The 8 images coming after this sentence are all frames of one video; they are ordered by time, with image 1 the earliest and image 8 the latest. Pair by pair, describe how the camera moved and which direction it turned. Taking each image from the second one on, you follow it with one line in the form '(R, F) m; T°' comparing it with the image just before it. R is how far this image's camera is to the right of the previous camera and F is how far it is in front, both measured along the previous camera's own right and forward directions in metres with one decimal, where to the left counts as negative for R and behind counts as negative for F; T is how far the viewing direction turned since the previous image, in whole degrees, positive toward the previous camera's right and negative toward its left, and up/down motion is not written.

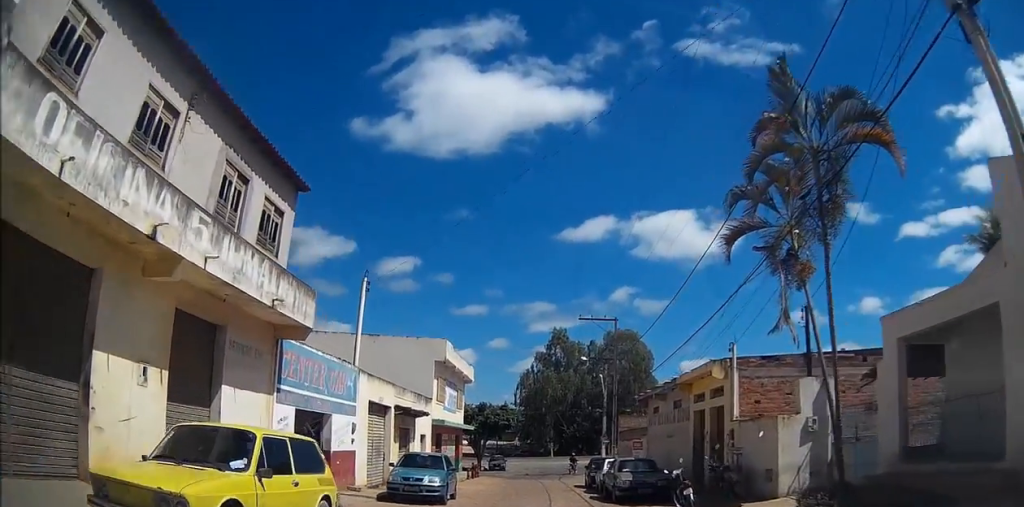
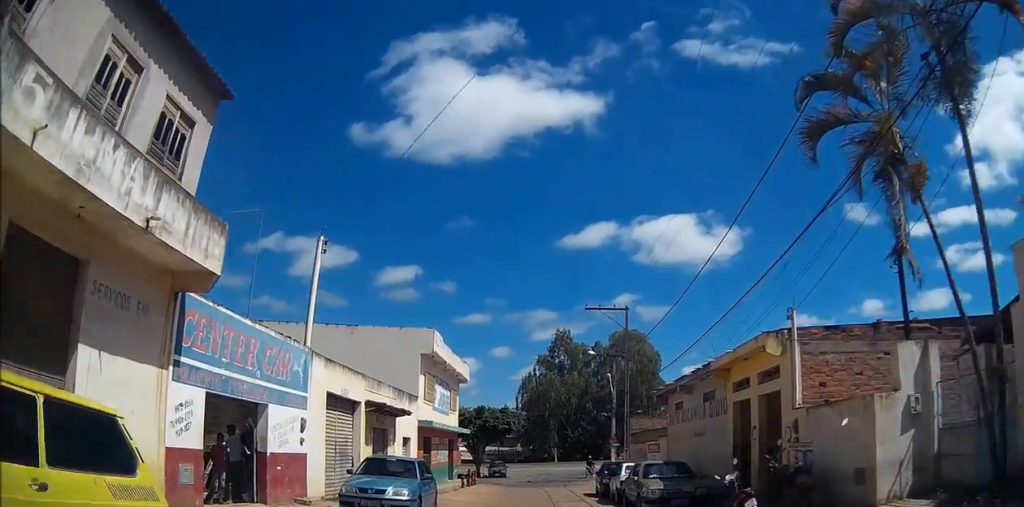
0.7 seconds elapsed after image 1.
(0.0, +3.7) m; 0°
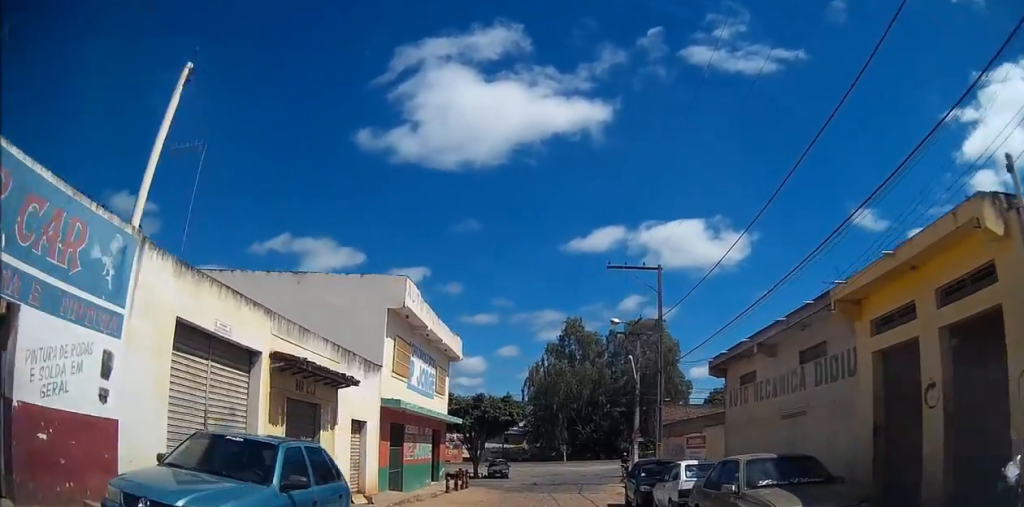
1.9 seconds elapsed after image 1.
(0.0, +6.9) m; -1°
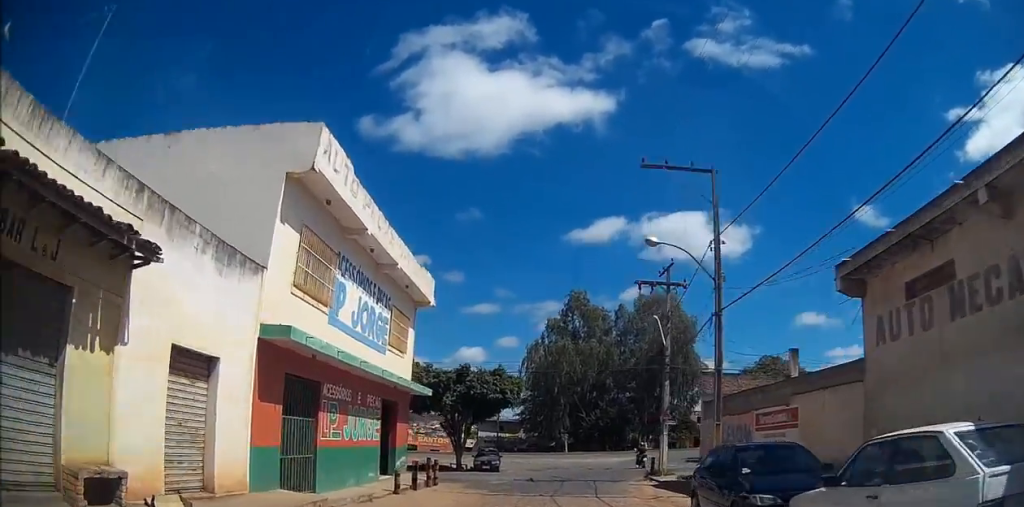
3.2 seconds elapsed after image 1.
(-0.3, +8.5) m; -2°
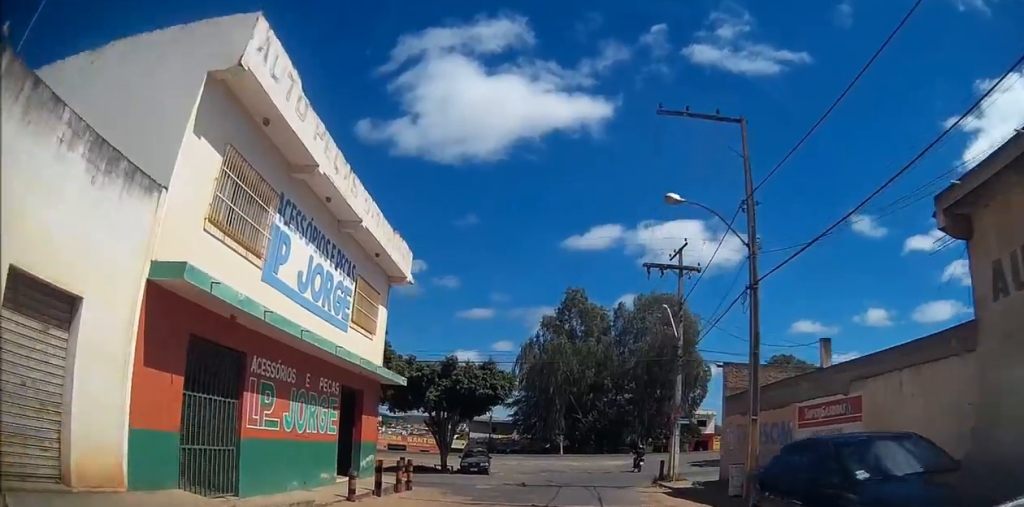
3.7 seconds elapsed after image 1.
(-0.1, +3.4) m; 0°
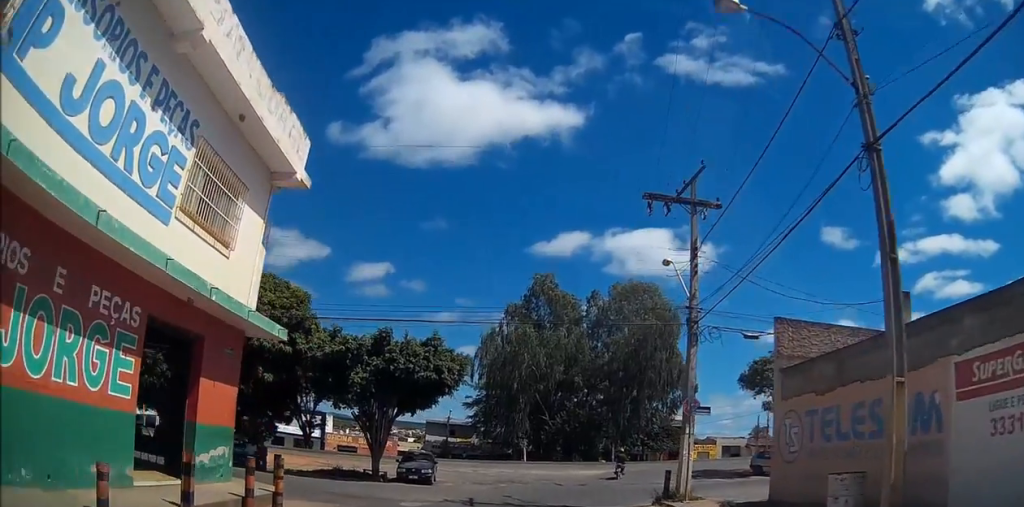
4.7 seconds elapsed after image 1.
(+0.4, +7.4) m; +3°
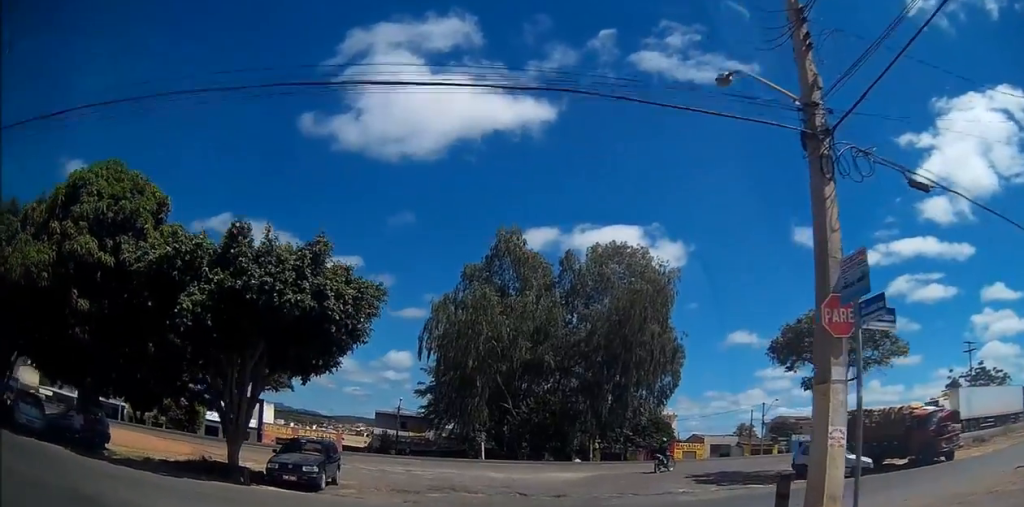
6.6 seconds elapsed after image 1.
(0.0, +12.2) m; 0°
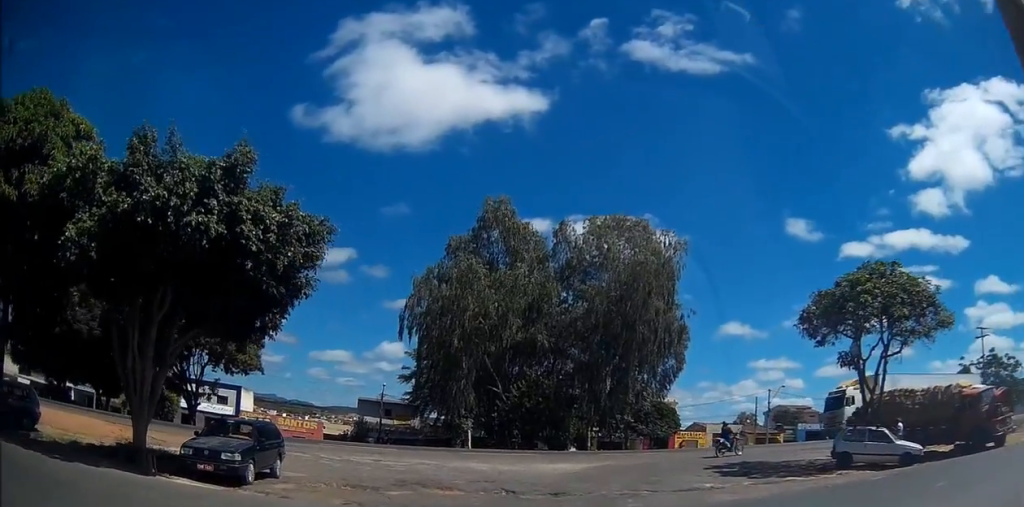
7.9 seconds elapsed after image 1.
(+0.3, +6.4) m; +6°
